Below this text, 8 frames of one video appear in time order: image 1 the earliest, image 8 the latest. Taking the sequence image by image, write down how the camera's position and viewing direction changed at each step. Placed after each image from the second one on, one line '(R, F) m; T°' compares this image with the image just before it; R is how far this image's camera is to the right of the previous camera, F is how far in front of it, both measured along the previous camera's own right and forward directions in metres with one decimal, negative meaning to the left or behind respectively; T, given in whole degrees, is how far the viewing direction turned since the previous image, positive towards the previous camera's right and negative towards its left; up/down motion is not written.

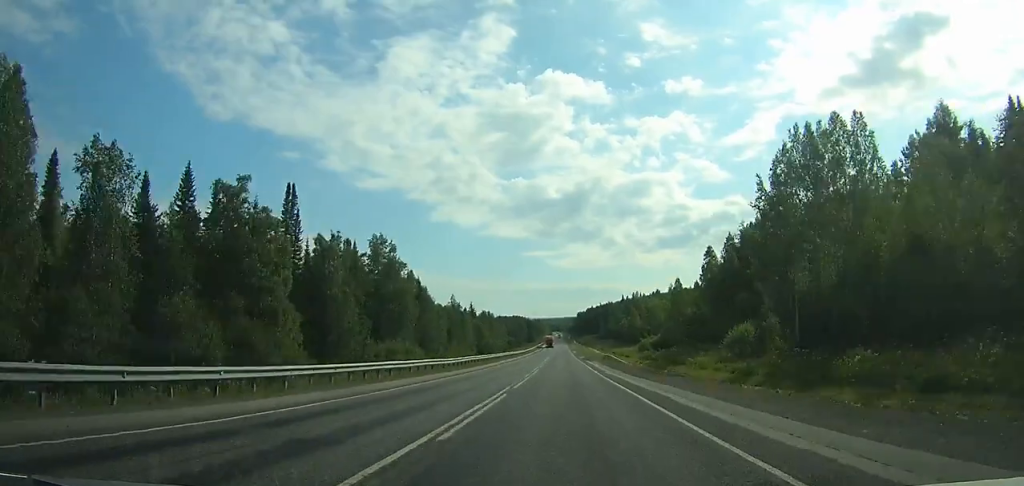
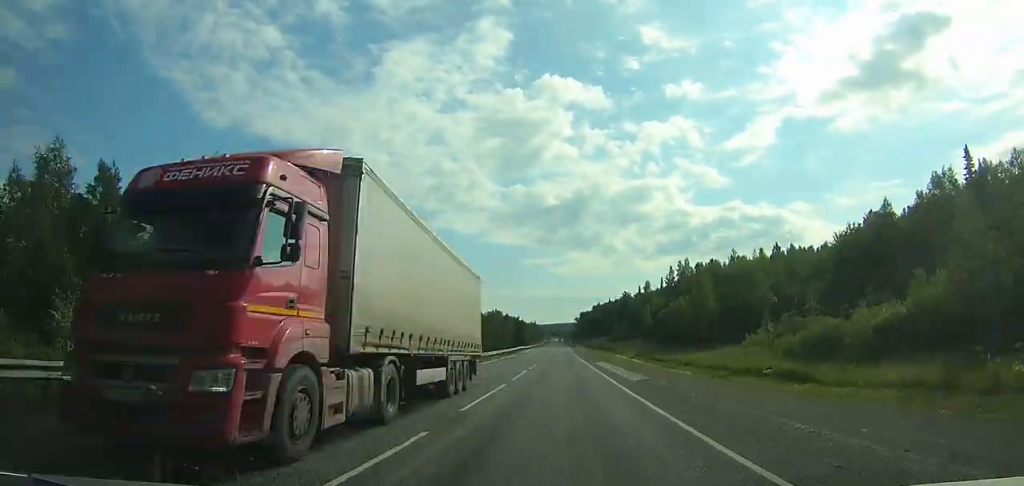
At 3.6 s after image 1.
(+0.3, +111.5) m; 0°
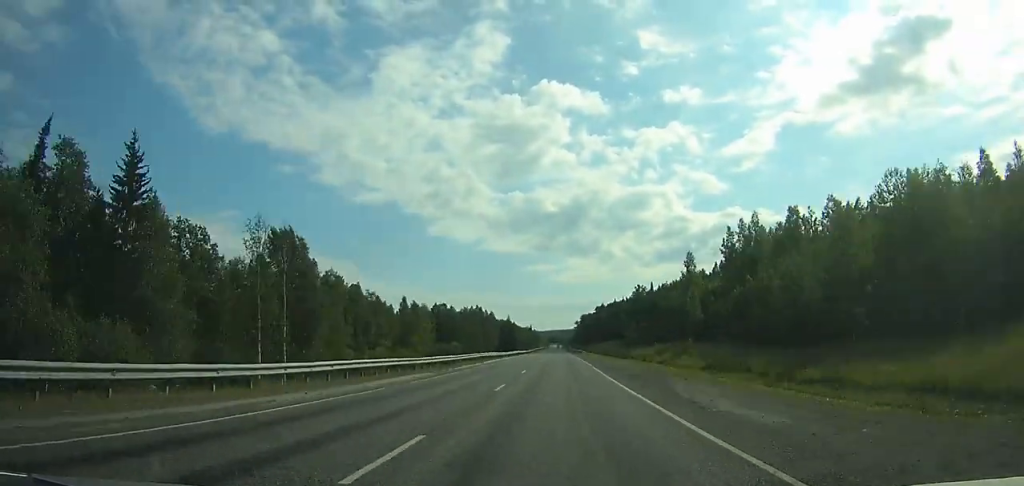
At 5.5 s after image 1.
(0.0, +60.0) m; 0°
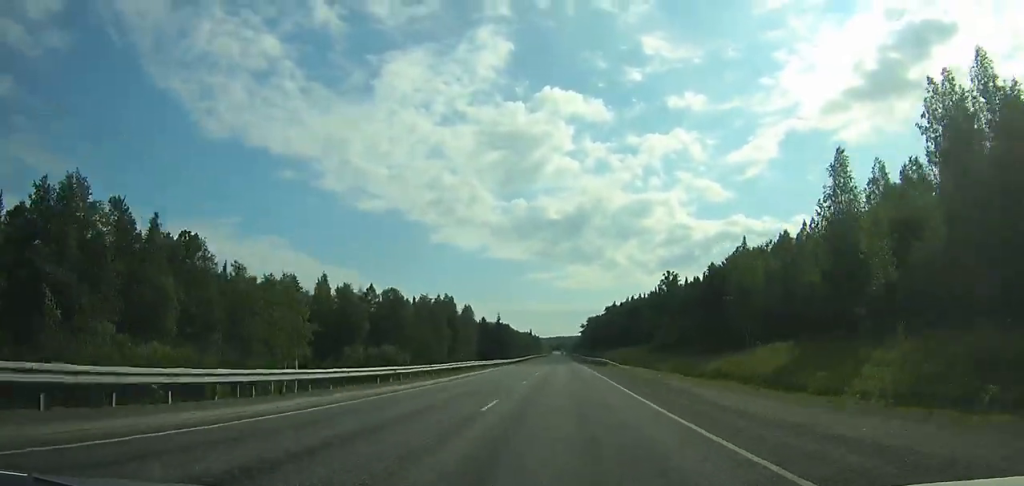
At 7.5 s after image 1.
(+0.1, +63.7) m; 0°
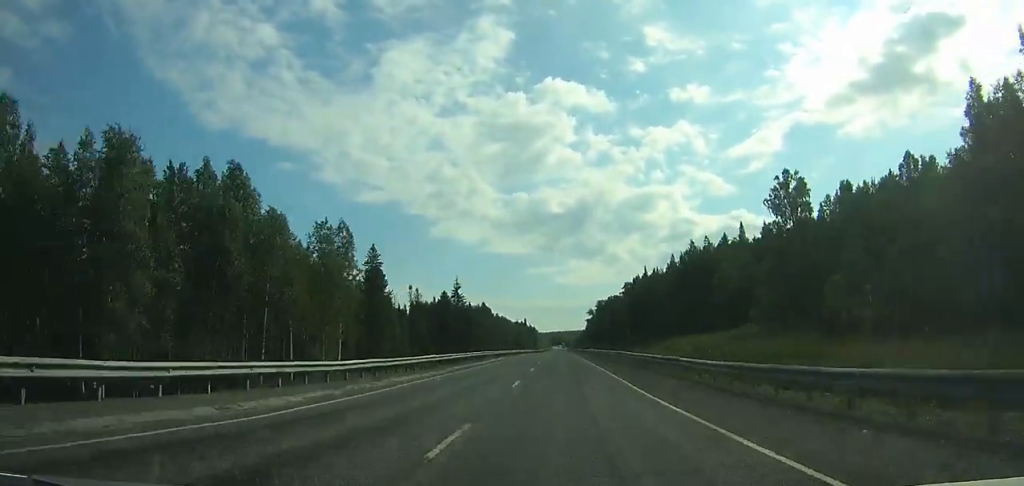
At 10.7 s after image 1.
(-0.4, +102.6) m; 0°
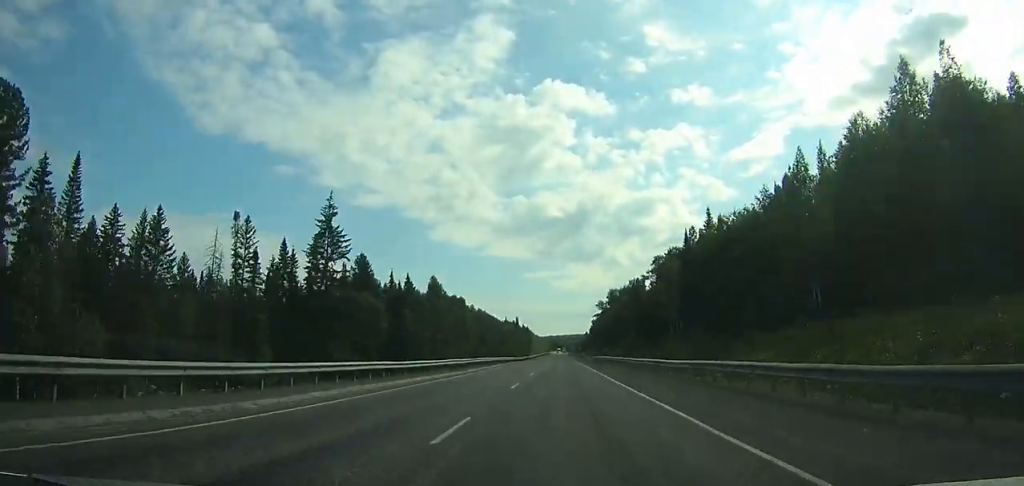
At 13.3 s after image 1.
(-0.2, +83.1) m; 0°
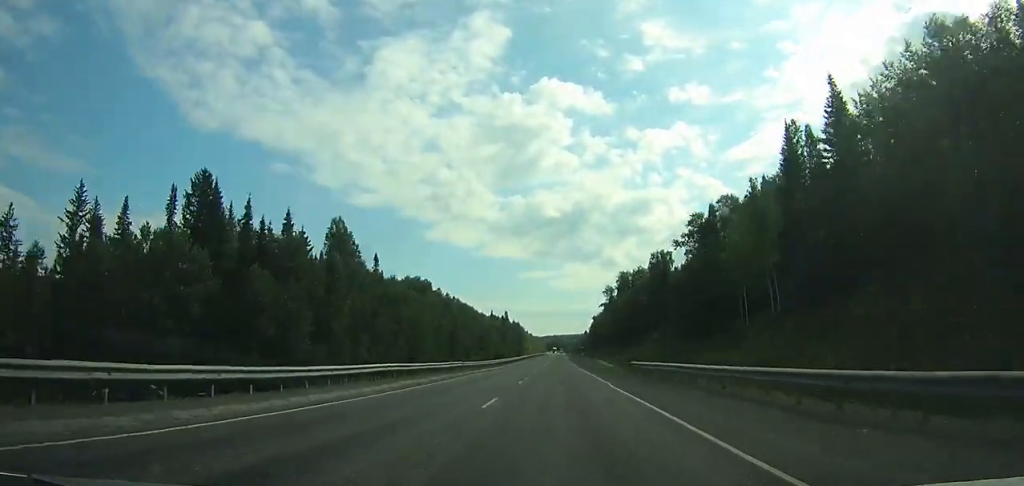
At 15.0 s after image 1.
(+0.1, +54.0) m; 0°
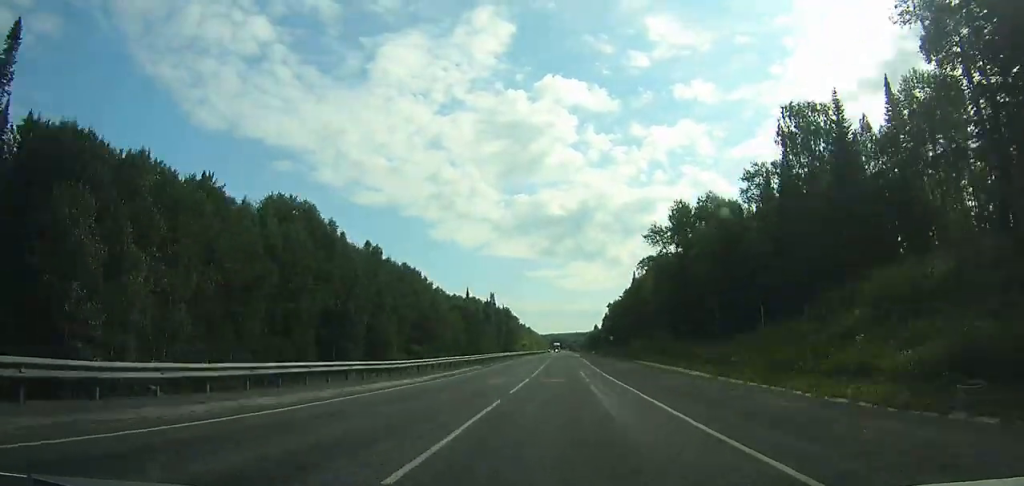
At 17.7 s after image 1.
(+0.1, +84.7) m; 0°
